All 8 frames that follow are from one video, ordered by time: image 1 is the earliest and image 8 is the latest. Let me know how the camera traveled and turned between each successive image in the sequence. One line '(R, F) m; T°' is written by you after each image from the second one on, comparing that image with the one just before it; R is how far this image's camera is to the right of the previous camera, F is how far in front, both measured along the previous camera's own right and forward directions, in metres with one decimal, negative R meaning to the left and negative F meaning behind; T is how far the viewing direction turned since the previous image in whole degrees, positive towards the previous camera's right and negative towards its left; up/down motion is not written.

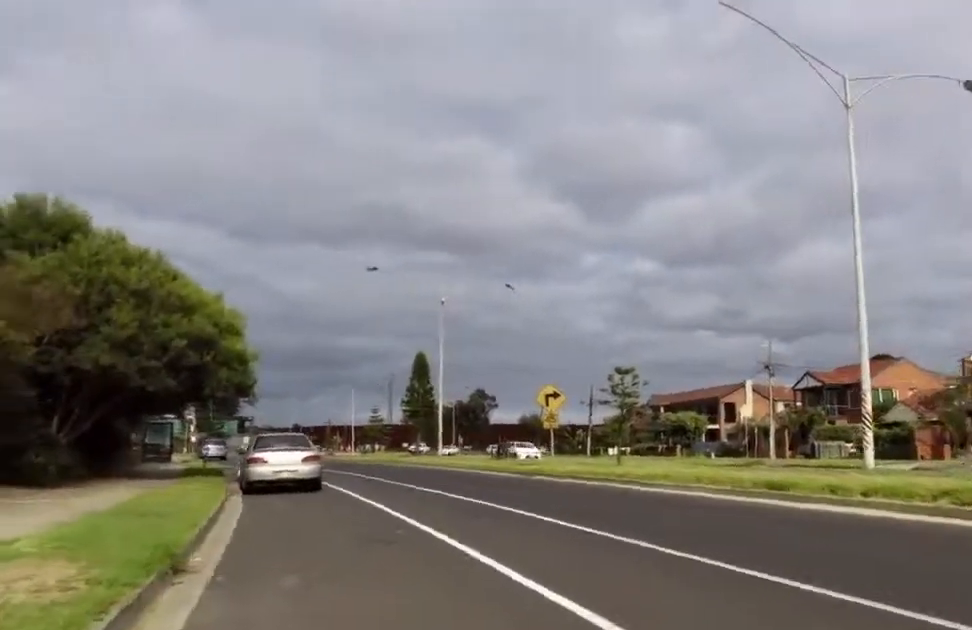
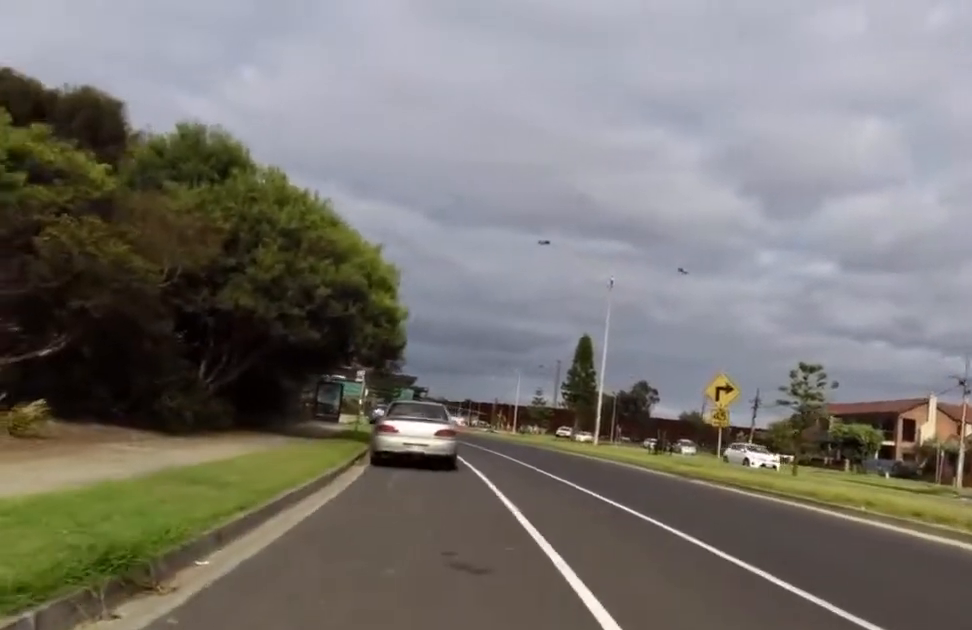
(-0.3, +3.5) m; -5°
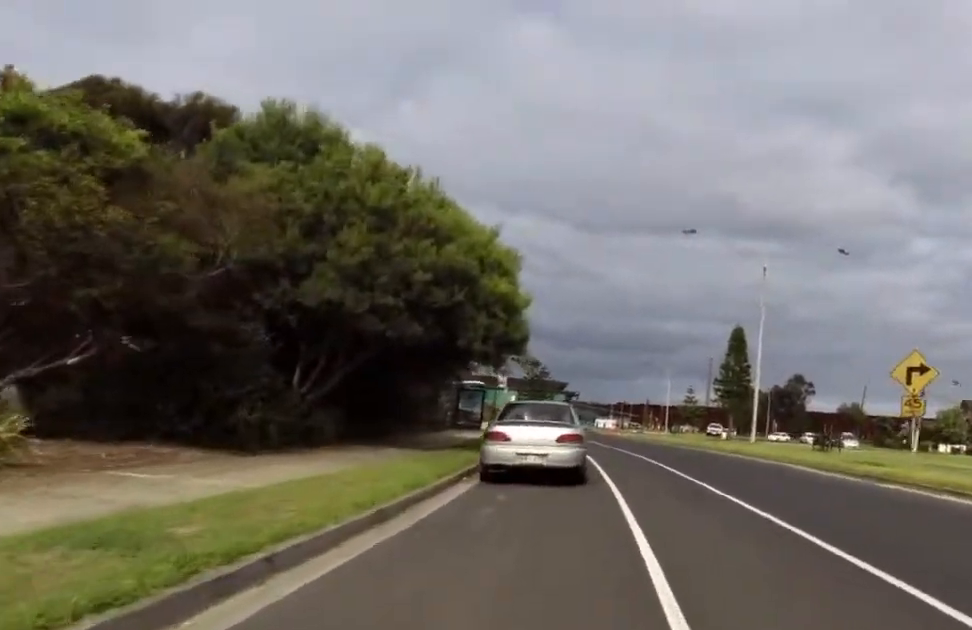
(0.0, +3.9) m; -12°
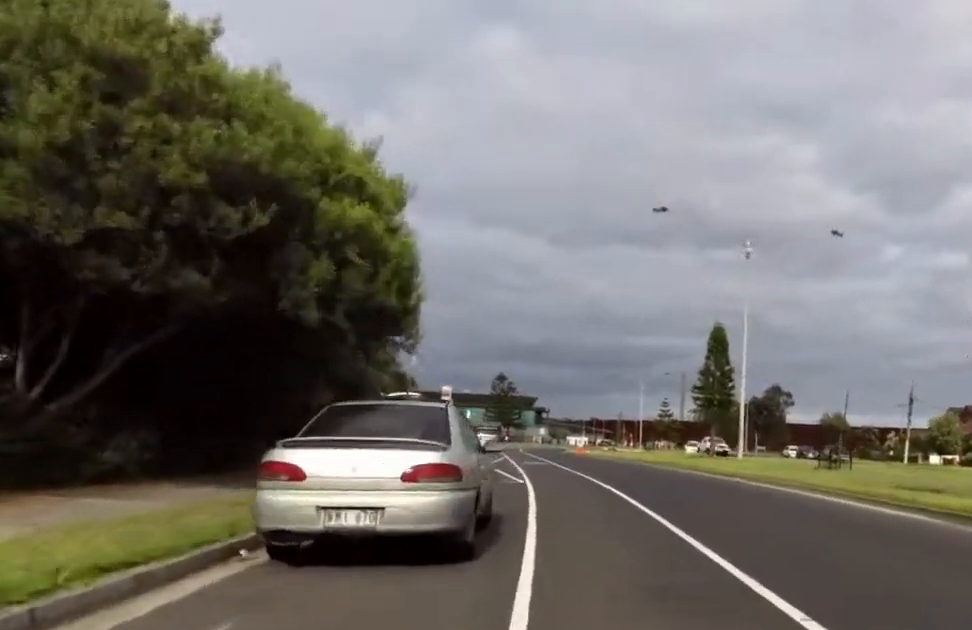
(-1.4, +6.1) m; -6°
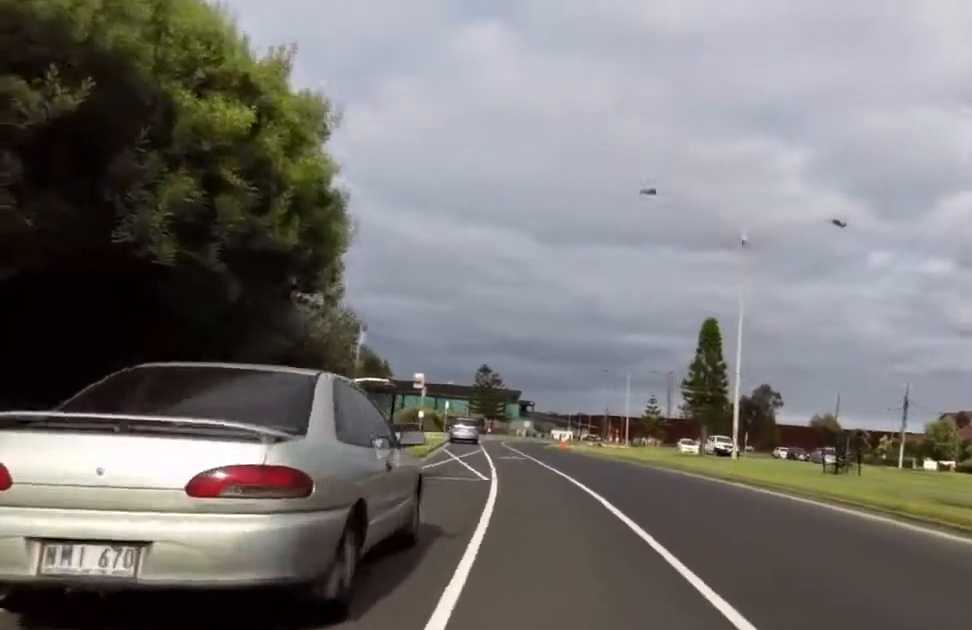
(+0.5, +2.7) m; 0°
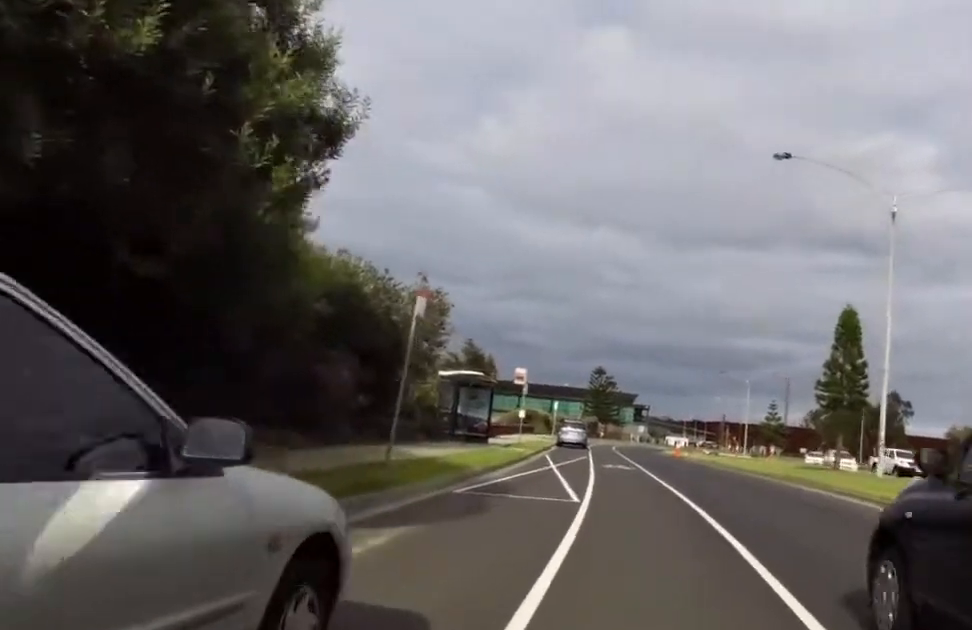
(+0.5, +4.2) m; +1°
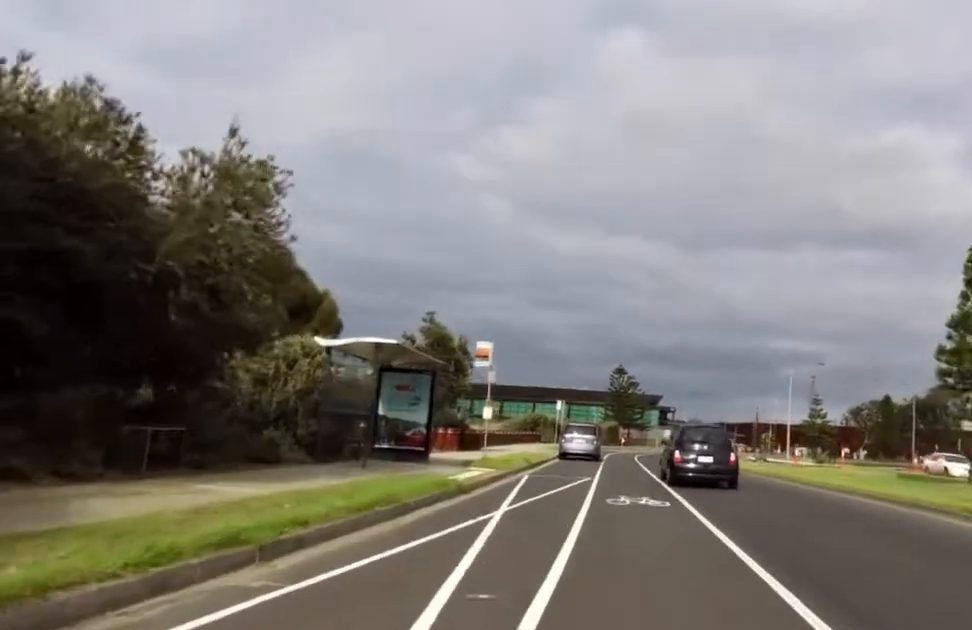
(+0.6, +11.7) m; 0°
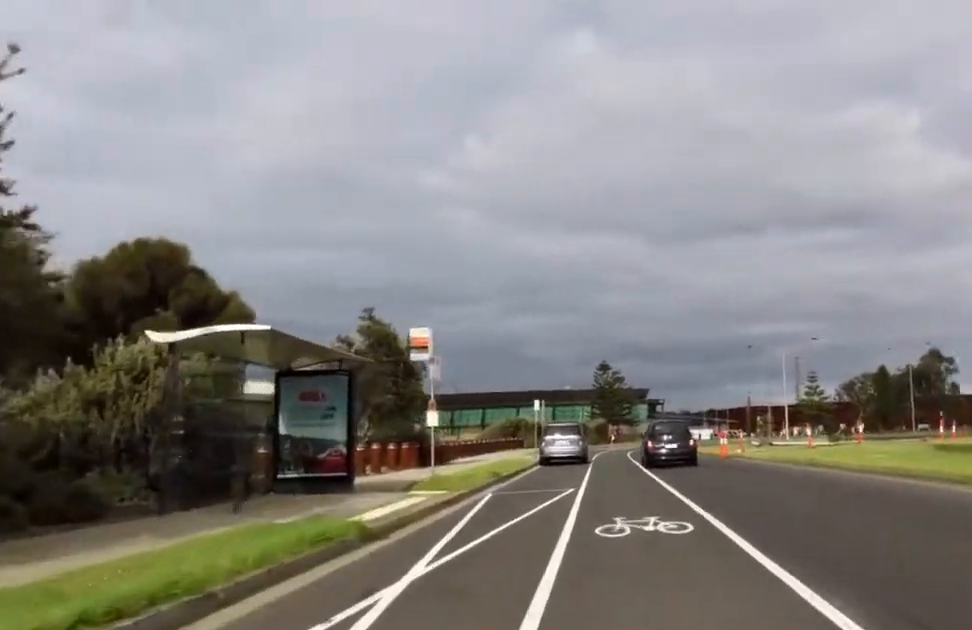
(-1.1, +4.7) m; -8°
